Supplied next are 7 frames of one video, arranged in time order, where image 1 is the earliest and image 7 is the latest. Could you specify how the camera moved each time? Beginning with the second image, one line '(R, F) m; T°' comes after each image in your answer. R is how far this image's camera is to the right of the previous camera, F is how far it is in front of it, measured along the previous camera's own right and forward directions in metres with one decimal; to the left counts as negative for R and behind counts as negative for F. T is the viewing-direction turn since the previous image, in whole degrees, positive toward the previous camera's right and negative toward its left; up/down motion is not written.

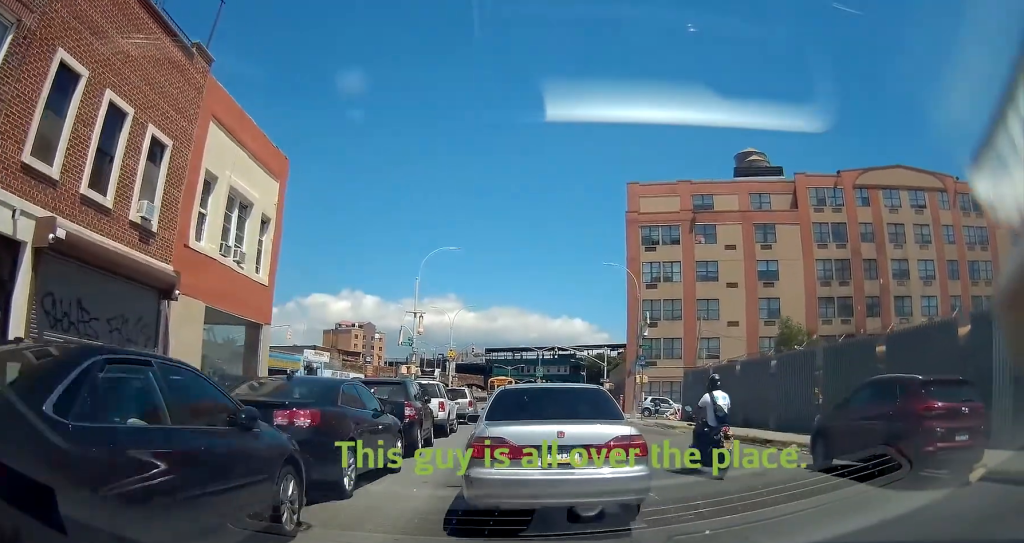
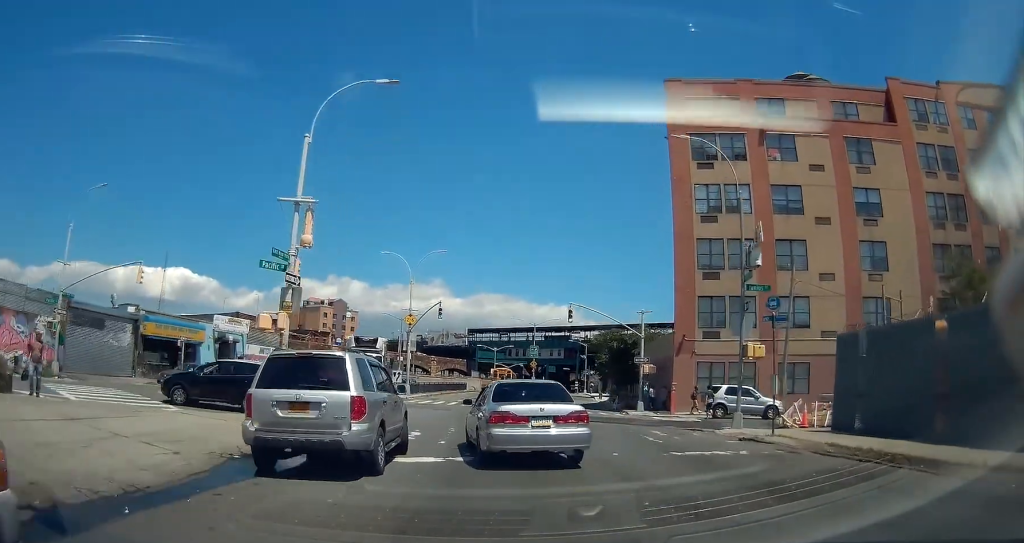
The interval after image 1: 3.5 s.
(+0.2, +21.3) m; 0°
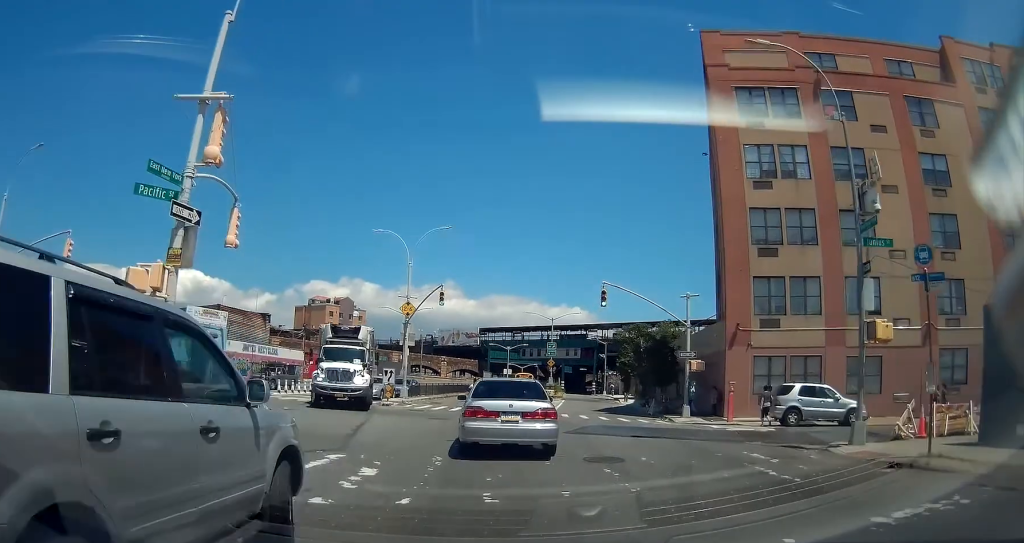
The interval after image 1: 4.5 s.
(-0.4, +7.0) m; -3°
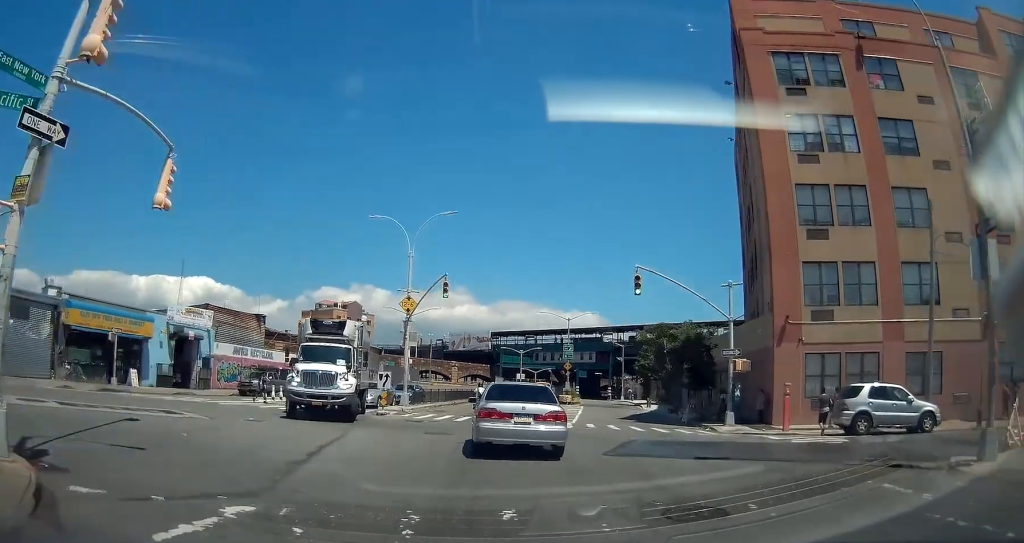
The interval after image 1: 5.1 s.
(0.0, +4.5) m; -1°
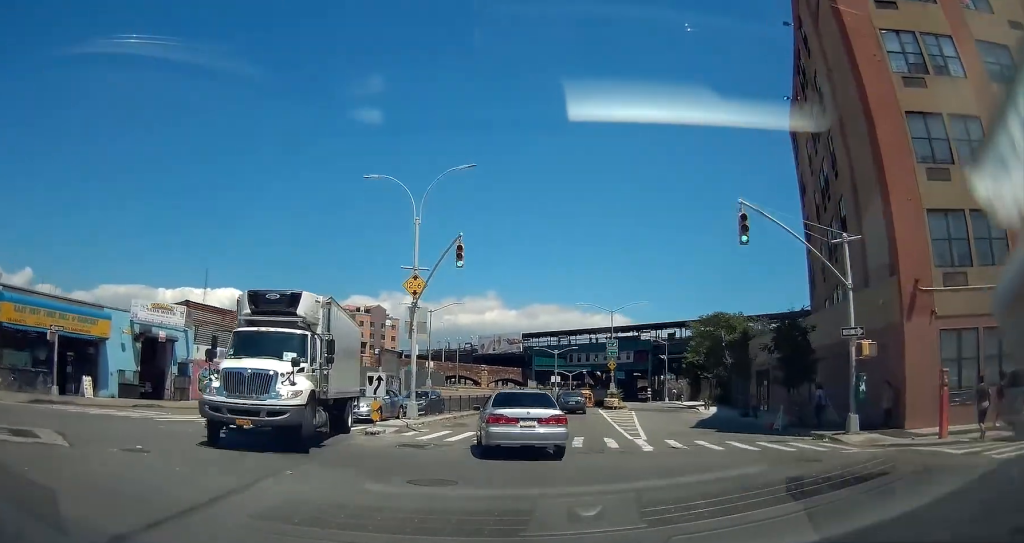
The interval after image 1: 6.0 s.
(0.0, +7.8) m; -2°
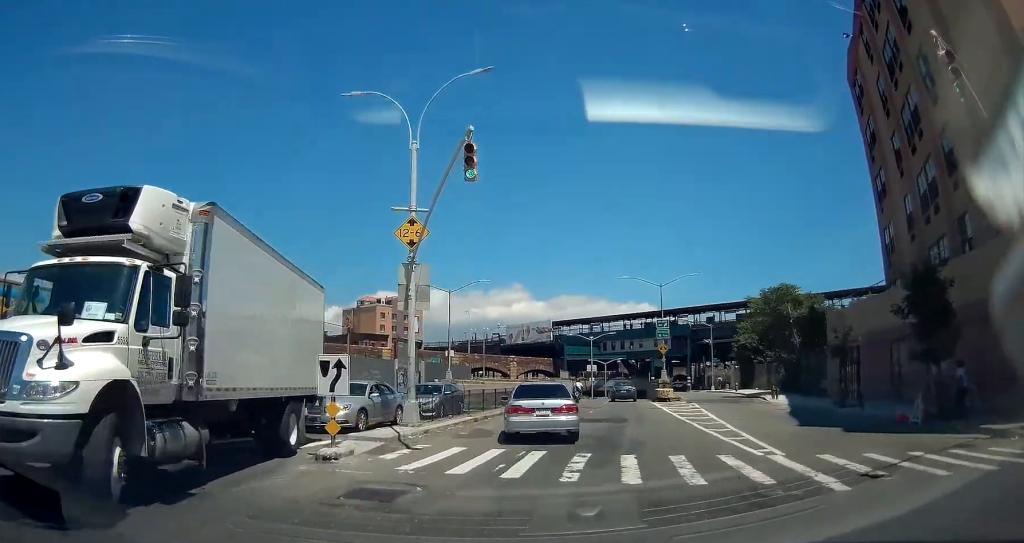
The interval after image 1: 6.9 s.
(-0.2, +7.8) m; -1°
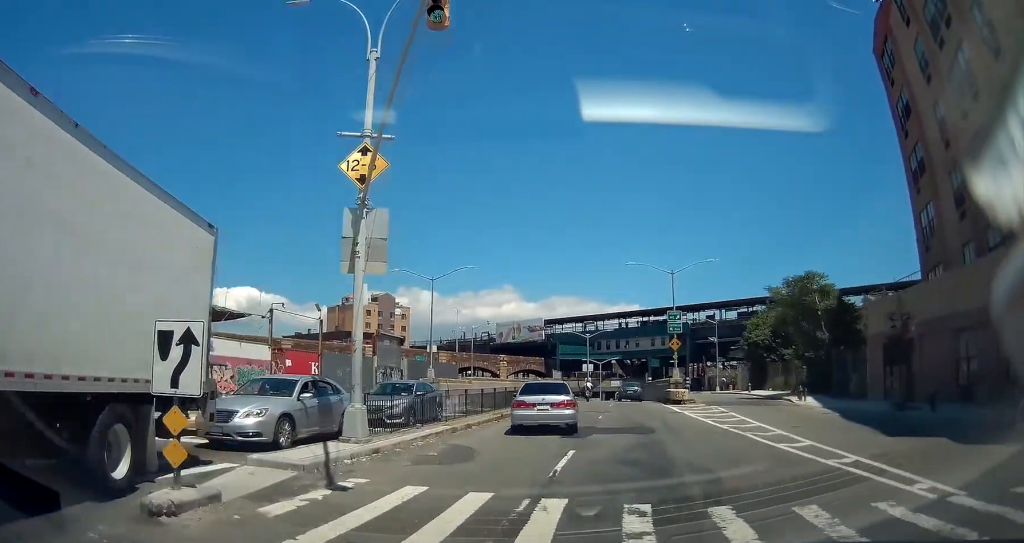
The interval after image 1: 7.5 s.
(0.0, +5.7) m; +2°
